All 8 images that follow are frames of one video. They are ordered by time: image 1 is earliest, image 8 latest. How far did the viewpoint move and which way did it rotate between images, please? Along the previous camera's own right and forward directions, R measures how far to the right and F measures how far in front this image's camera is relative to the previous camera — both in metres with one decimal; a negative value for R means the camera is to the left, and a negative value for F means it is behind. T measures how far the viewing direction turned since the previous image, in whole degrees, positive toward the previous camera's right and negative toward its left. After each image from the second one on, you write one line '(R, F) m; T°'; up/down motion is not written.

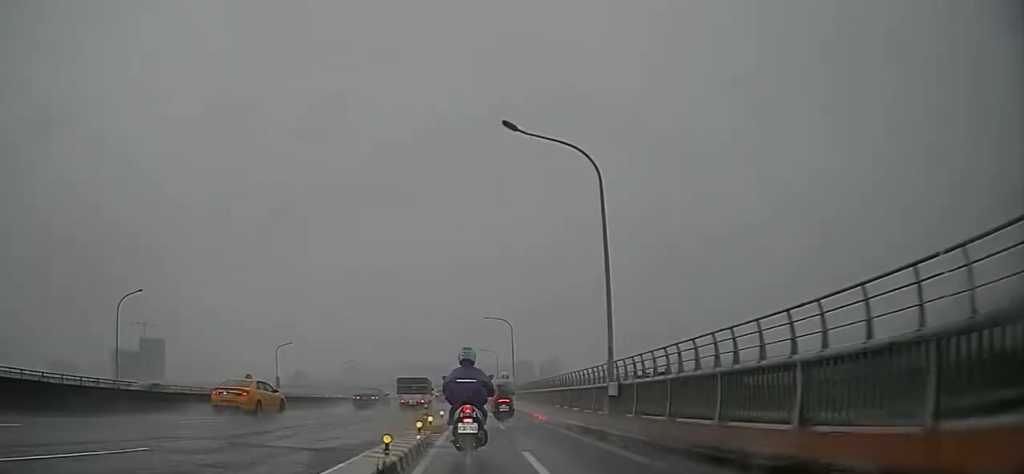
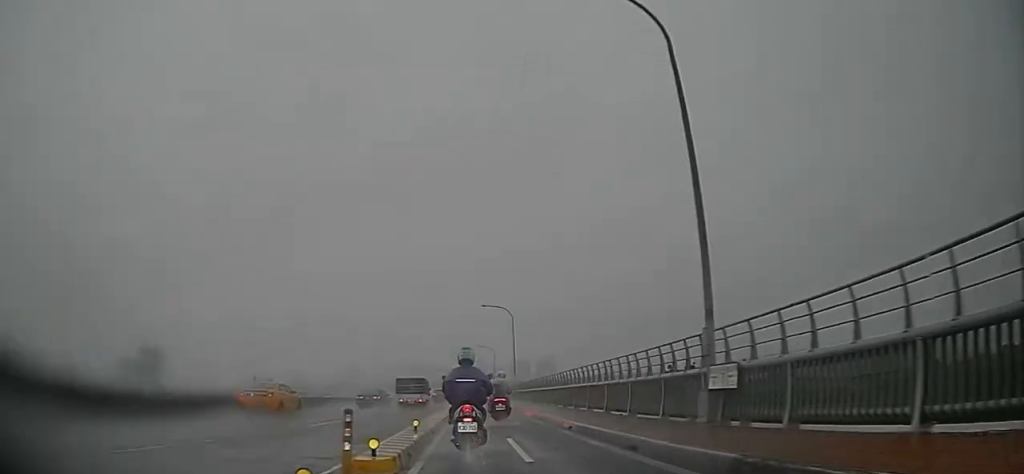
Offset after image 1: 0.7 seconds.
(0.0, +7.1) m; 0°
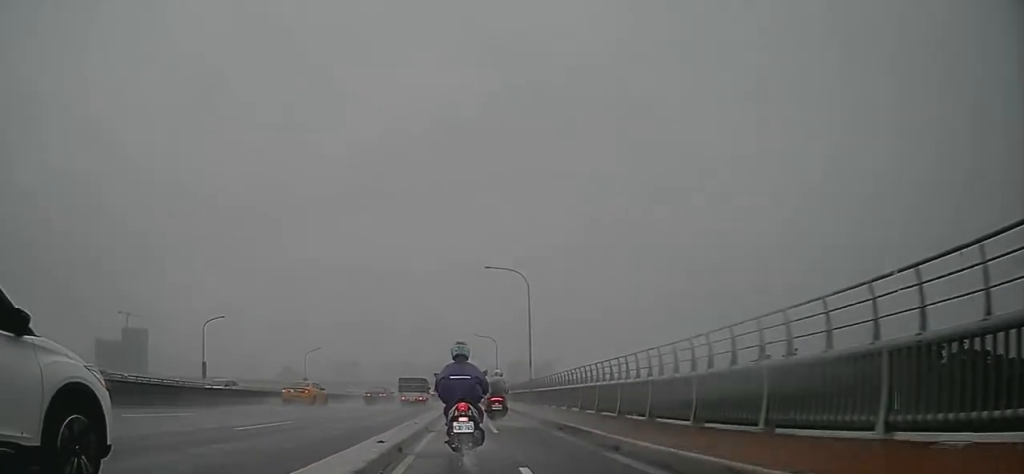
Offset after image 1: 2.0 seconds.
(+0.1, +14.1) m; +1°
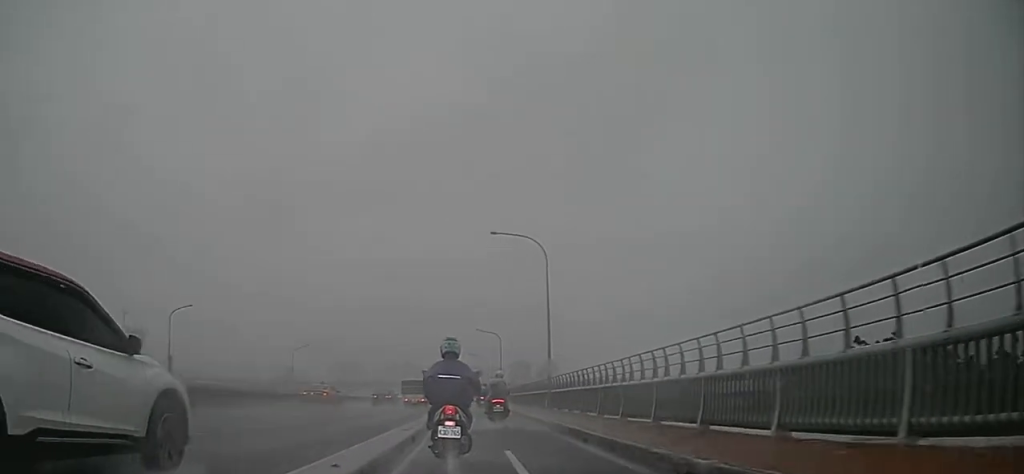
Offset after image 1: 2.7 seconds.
(0.0, +7.7) m; 0°
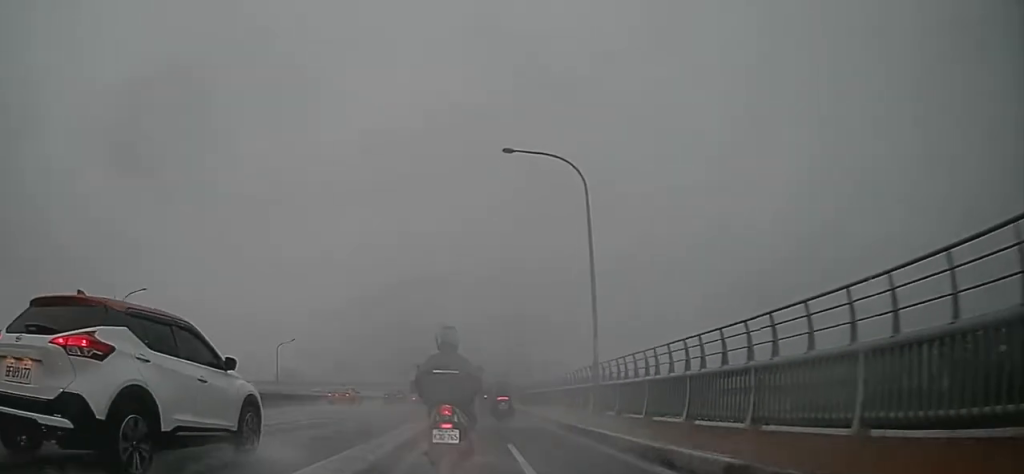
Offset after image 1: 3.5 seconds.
(0.0, +9.0) m; 0°
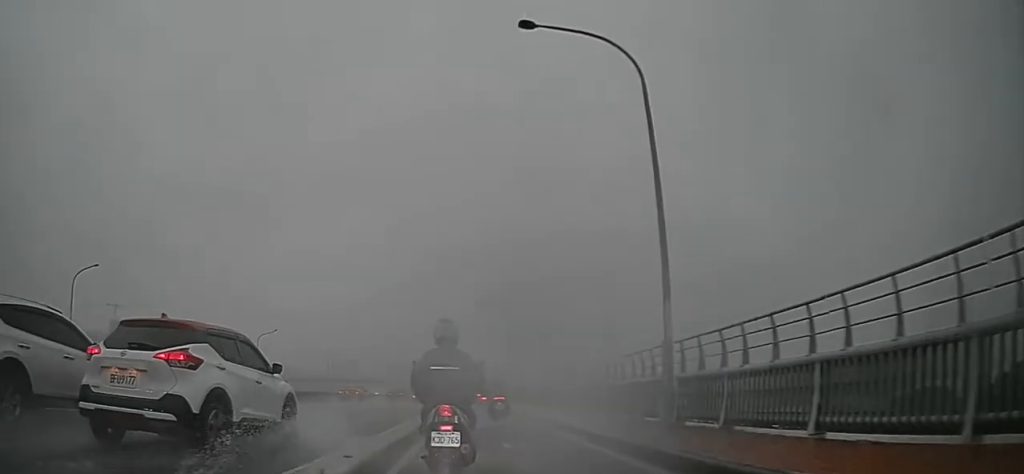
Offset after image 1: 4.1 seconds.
(0.0, +6.7) m; 0°
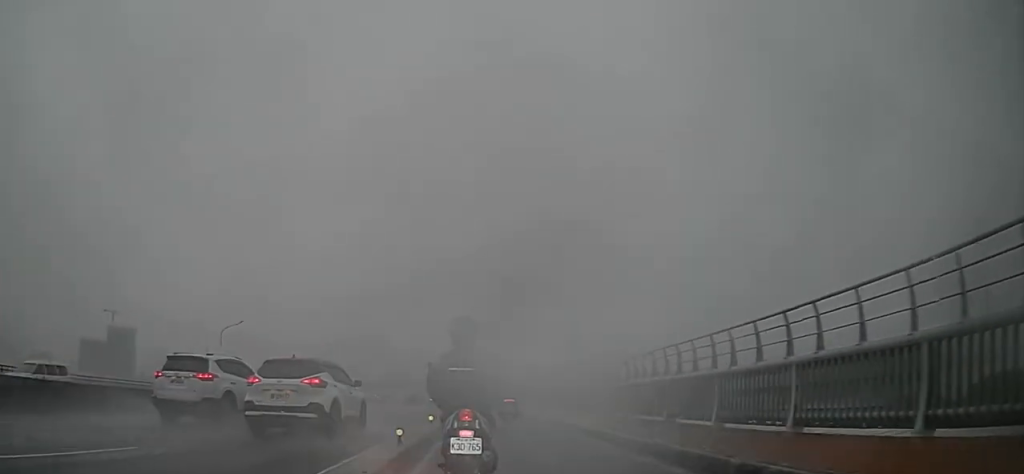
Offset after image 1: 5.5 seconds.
(-0.1, +14.0) m; 0°
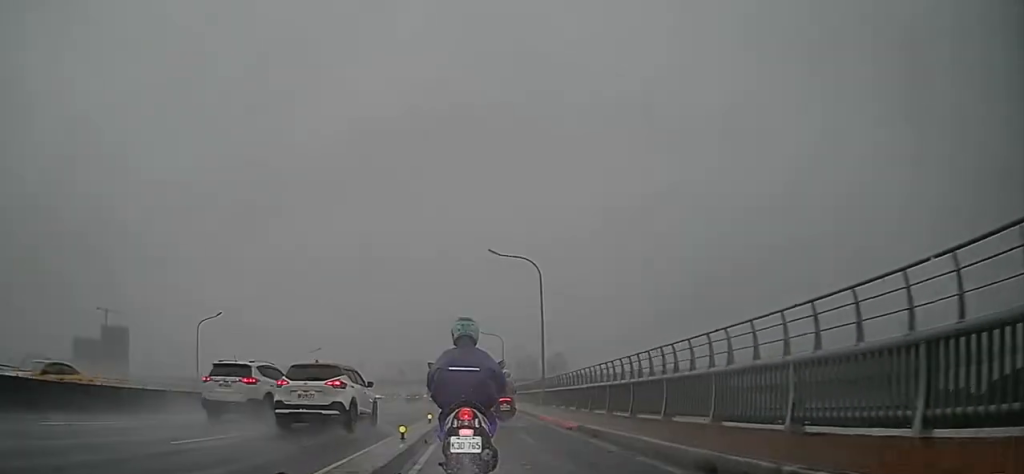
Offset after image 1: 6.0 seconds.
(0.0, +4.8) m; 0°
